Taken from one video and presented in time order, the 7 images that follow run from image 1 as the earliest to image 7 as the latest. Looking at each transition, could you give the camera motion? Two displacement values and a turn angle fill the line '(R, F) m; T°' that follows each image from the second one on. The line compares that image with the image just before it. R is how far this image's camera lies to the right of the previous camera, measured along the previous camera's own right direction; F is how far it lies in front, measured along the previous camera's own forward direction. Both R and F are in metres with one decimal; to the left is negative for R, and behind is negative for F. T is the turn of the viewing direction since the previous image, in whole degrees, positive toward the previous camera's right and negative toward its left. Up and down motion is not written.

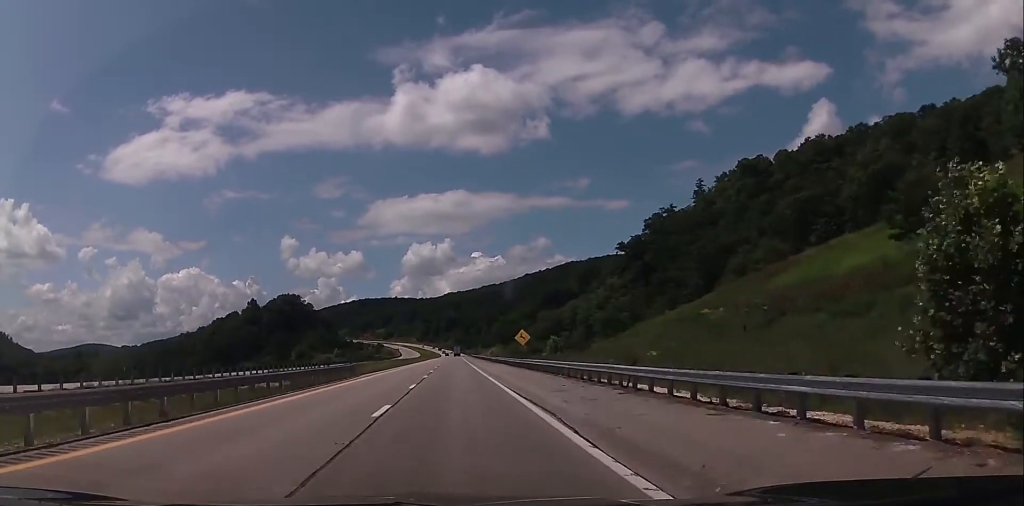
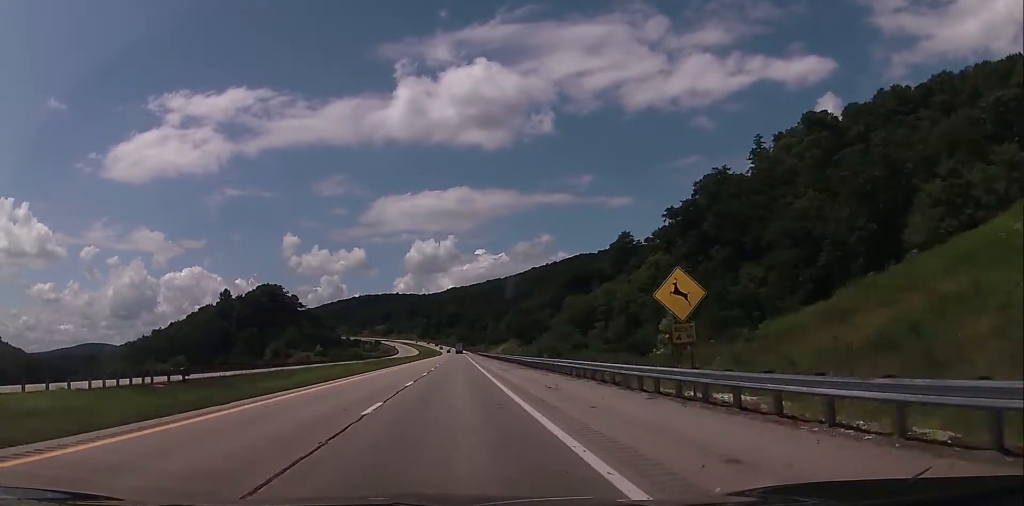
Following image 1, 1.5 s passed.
(+0.2, +48.8) m; +1°
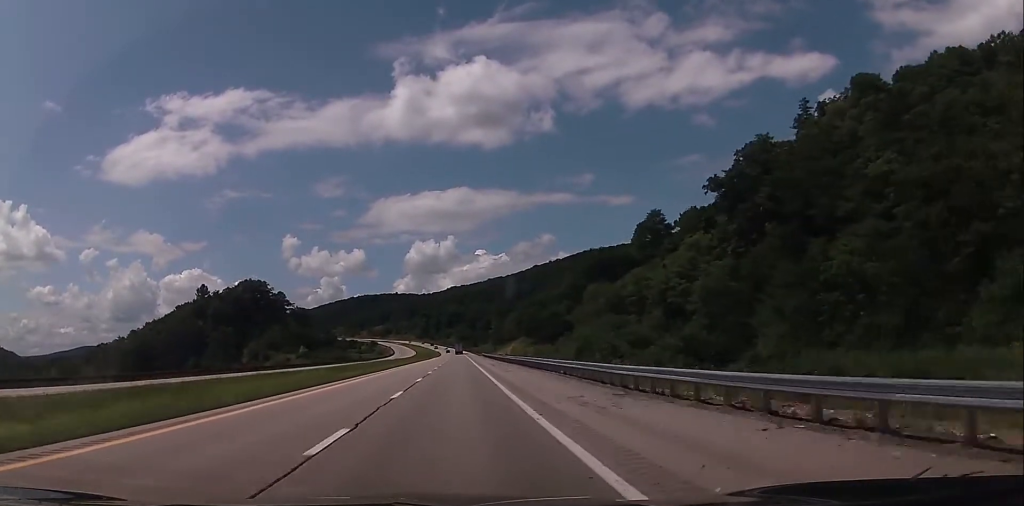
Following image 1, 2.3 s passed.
(+0.1, +28.8) m; 0°
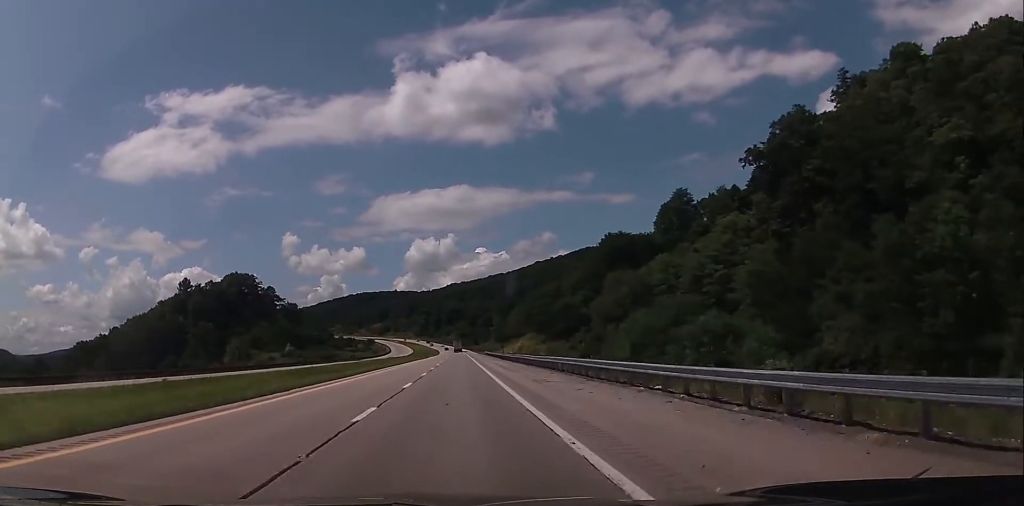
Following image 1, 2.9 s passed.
(0.0, +20.0) m; 0°
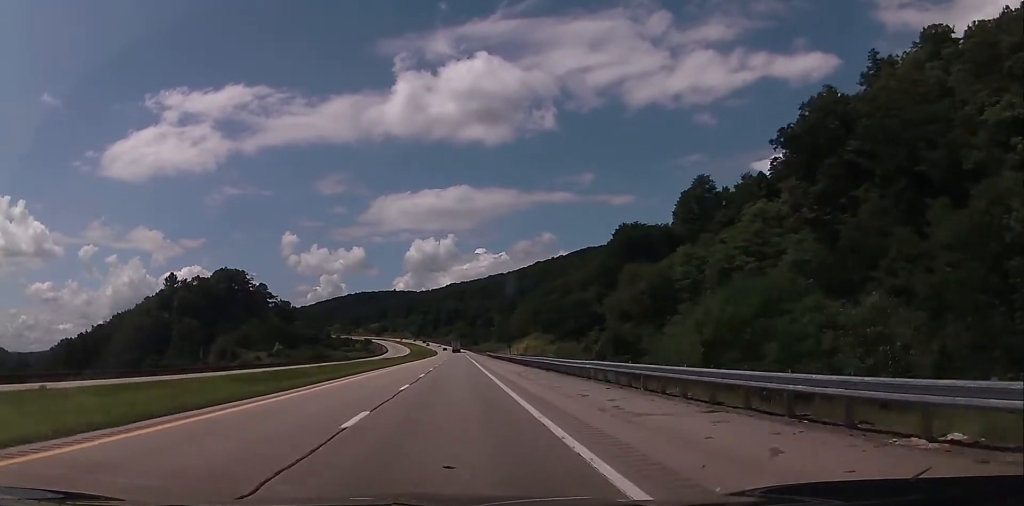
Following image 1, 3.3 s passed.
(0.0, +13.3) m; 0°
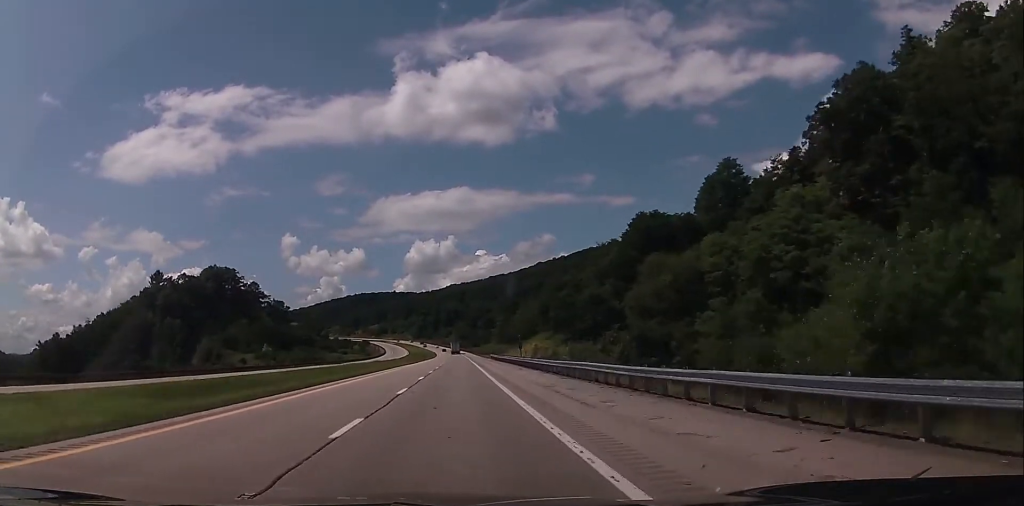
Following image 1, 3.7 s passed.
(0.0, +13.3) m; 0°
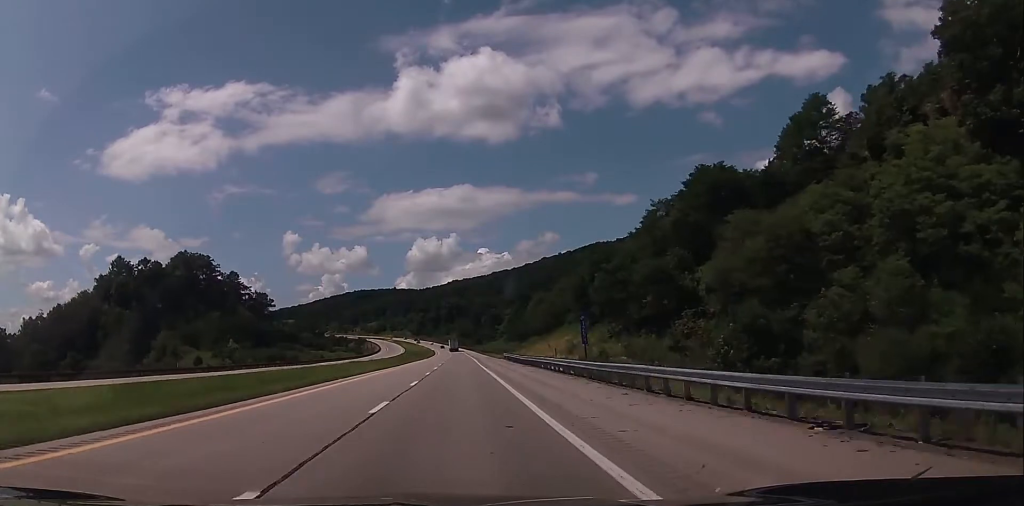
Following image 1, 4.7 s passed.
(-0.2, +32.2) m; 0°
